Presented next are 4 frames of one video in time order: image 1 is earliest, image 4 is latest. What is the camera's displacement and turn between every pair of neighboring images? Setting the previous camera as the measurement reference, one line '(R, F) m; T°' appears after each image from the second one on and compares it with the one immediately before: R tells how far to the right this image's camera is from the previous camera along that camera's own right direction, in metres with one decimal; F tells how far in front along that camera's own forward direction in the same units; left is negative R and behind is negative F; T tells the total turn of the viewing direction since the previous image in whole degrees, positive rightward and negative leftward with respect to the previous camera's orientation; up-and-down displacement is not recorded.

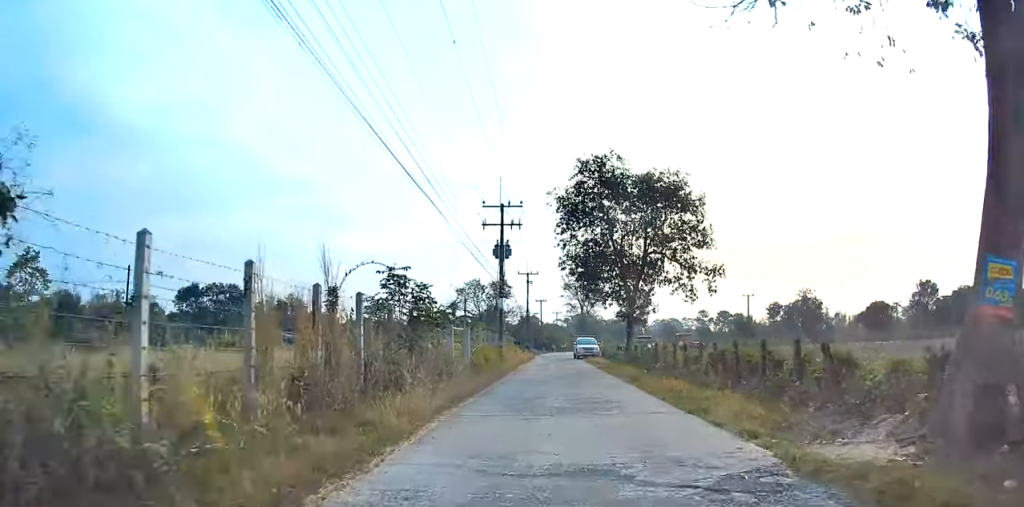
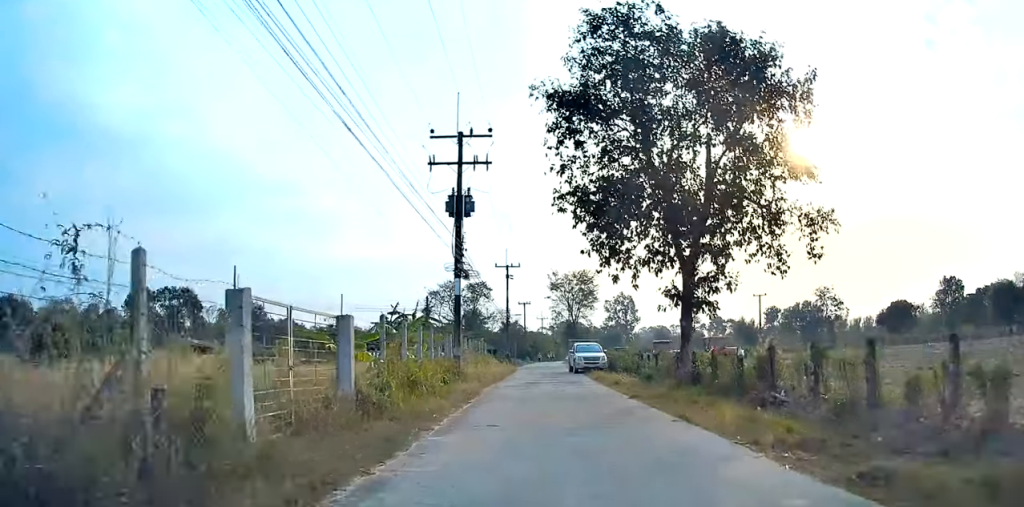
(+0.2, +15.0) m; +1°
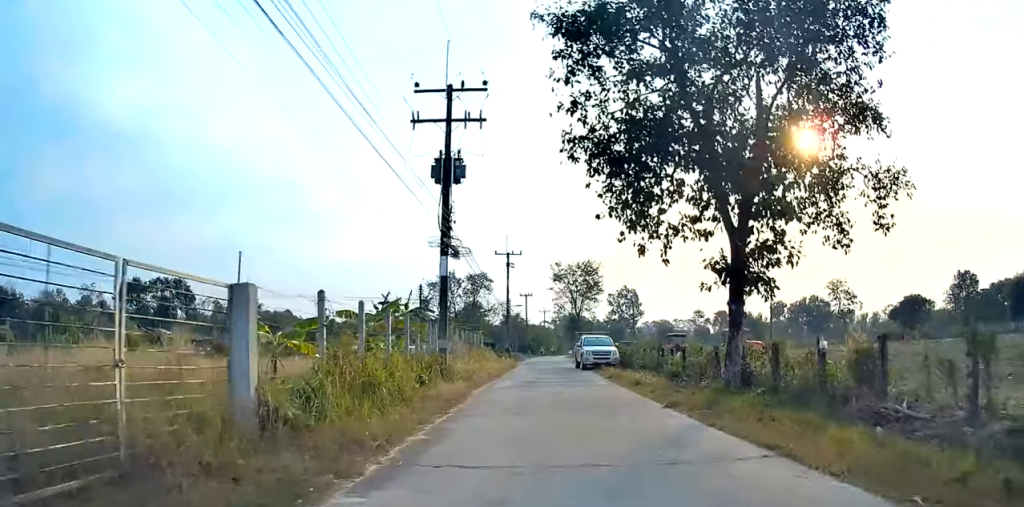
(0.0, +4.2) m; 0°
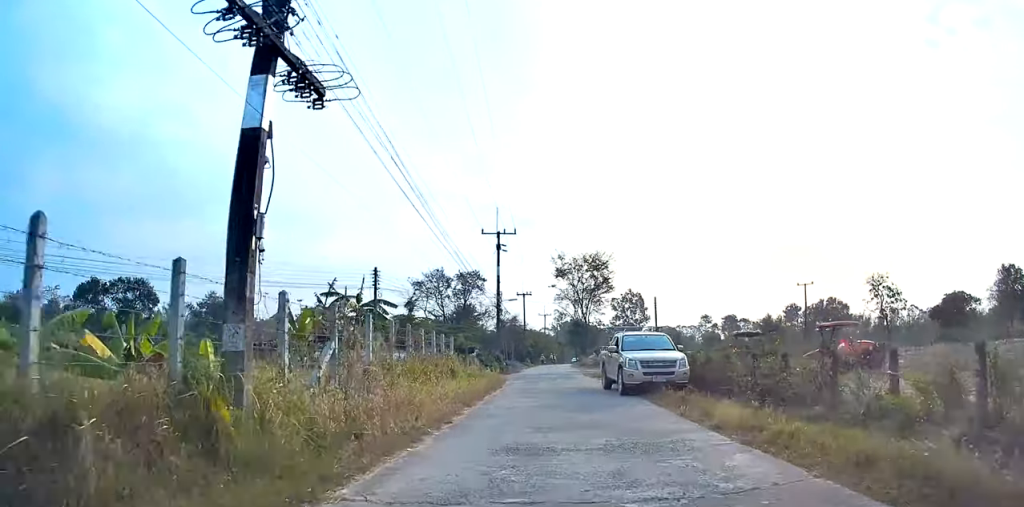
(+0.2, +15.0) m; +3°
